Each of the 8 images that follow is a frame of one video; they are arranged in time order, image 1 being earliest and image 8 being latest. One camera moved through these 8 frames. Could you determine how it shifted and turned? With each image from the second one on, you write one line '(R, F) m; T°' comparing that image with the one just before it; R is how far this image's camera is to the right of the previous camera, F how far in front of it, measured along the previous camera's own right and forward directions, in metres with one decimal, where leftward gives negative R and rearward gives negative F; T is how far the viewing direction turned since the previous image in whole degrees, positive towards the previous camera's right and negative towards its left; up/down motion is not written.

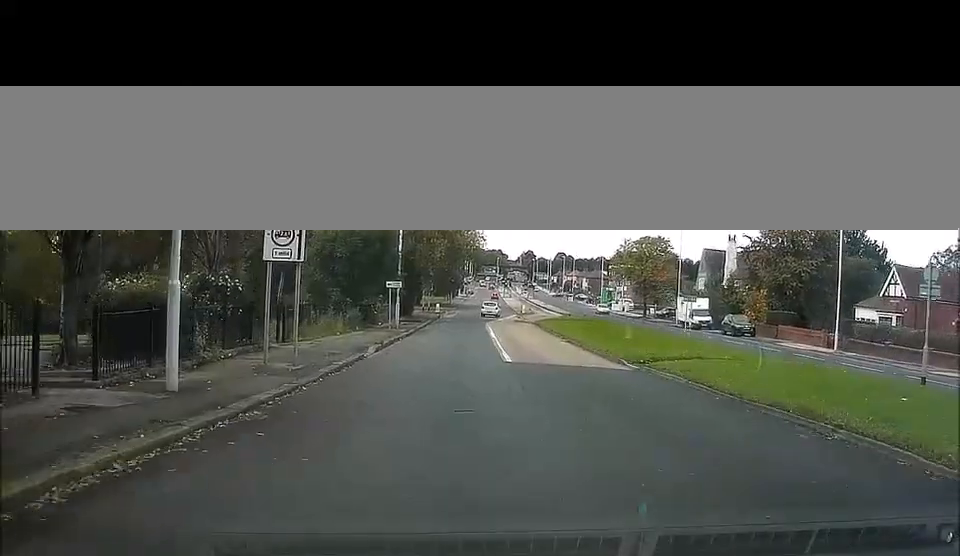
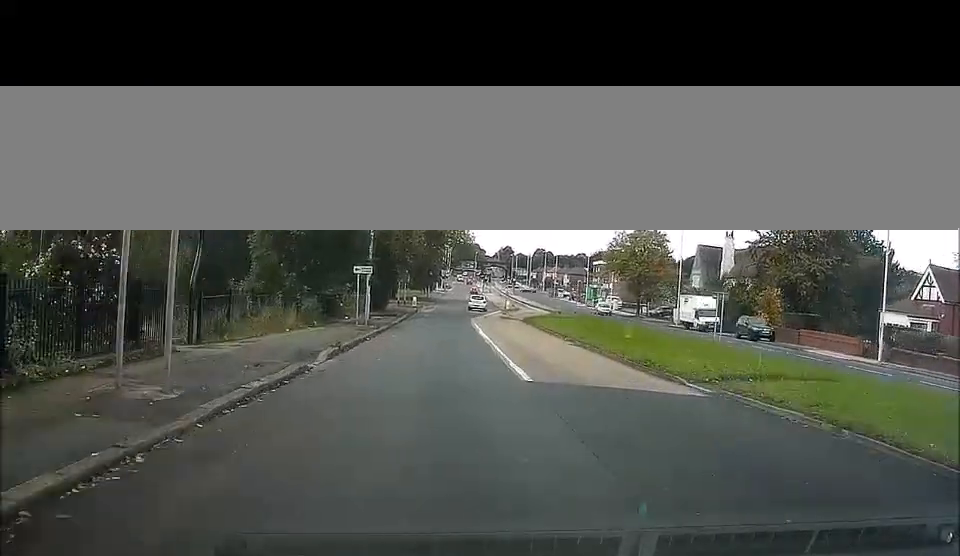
(0.0, +8.1) m; +1°
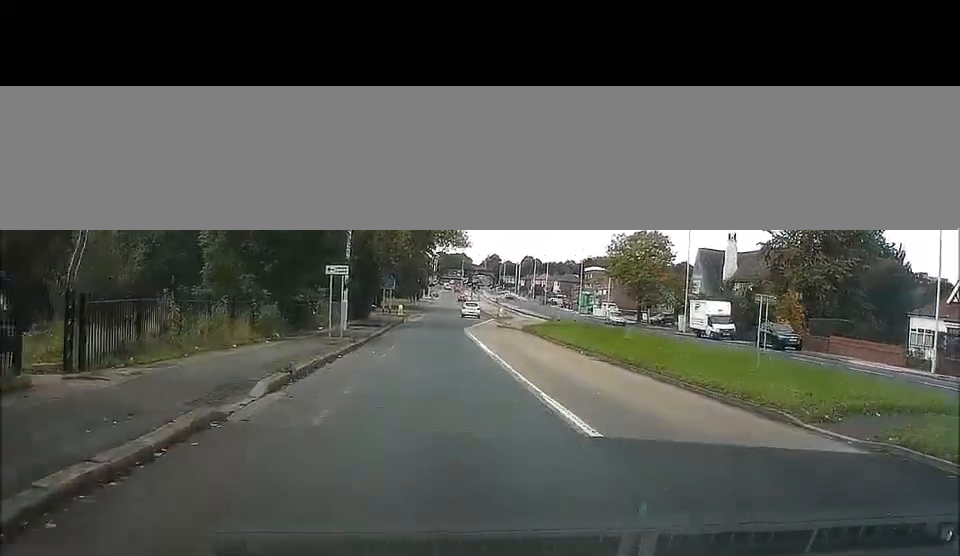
(-0.1, +6.3) m; +1°
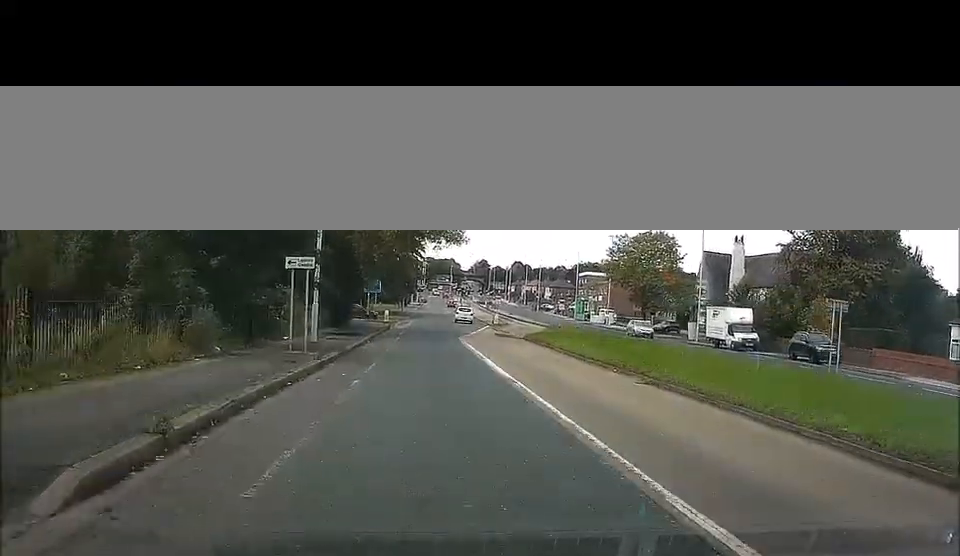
(+0.1, +6.7) m; +1°
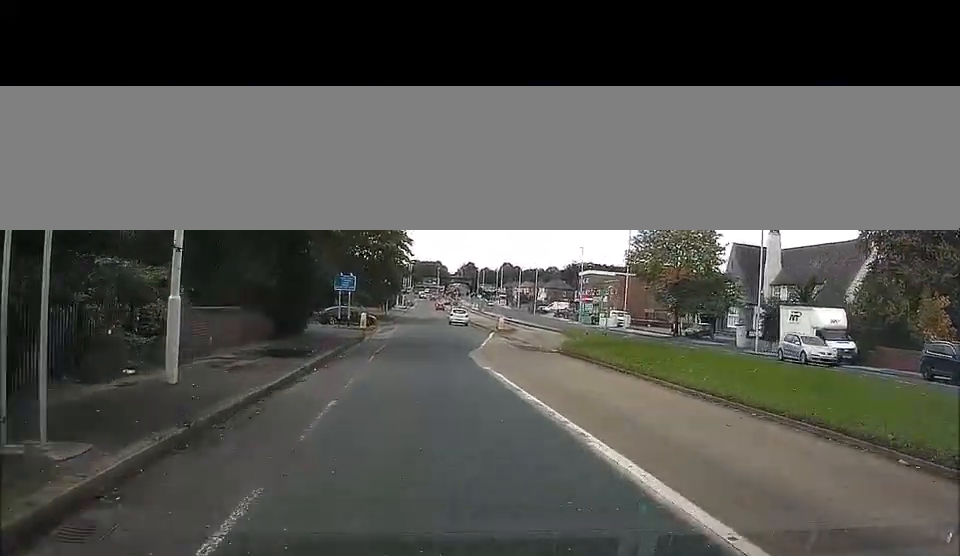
(+0.4, +15.2) m; +2°
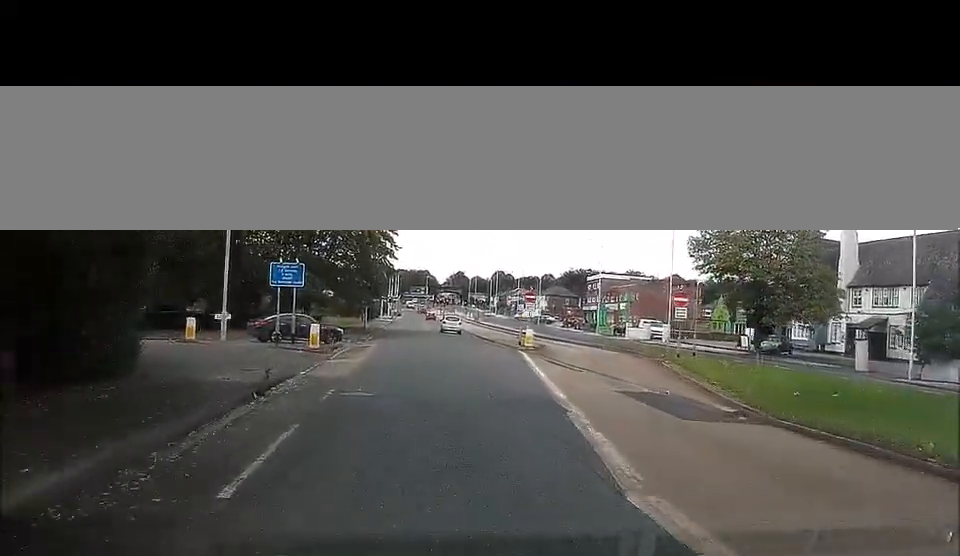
(+0.5, +19.7) m; +1°
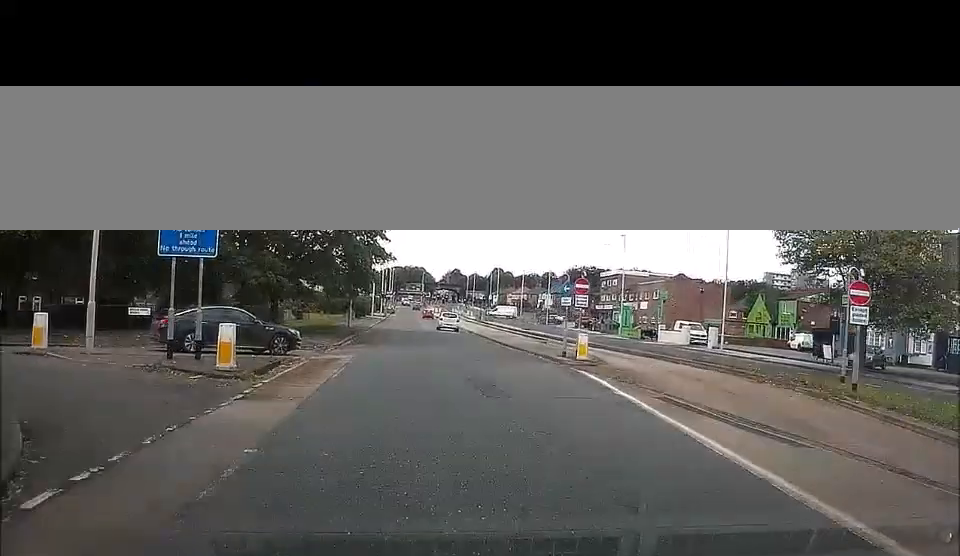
(-0.4, +13.9) m; 0°
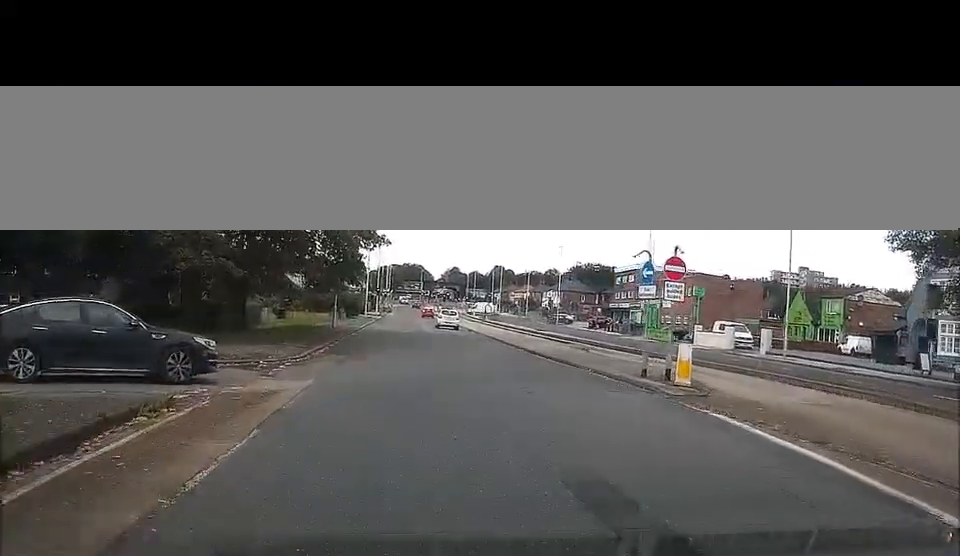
(+0.3, +10.8) m; 0°
